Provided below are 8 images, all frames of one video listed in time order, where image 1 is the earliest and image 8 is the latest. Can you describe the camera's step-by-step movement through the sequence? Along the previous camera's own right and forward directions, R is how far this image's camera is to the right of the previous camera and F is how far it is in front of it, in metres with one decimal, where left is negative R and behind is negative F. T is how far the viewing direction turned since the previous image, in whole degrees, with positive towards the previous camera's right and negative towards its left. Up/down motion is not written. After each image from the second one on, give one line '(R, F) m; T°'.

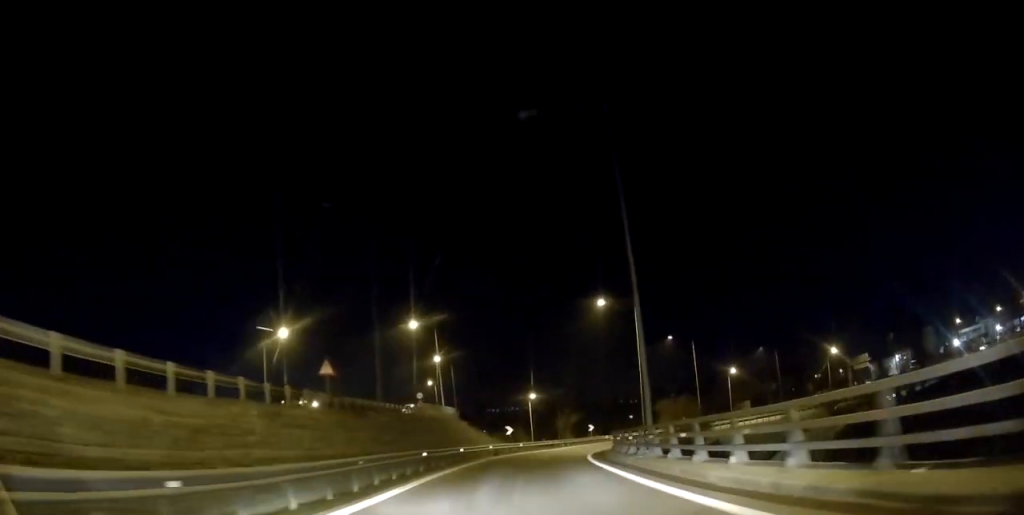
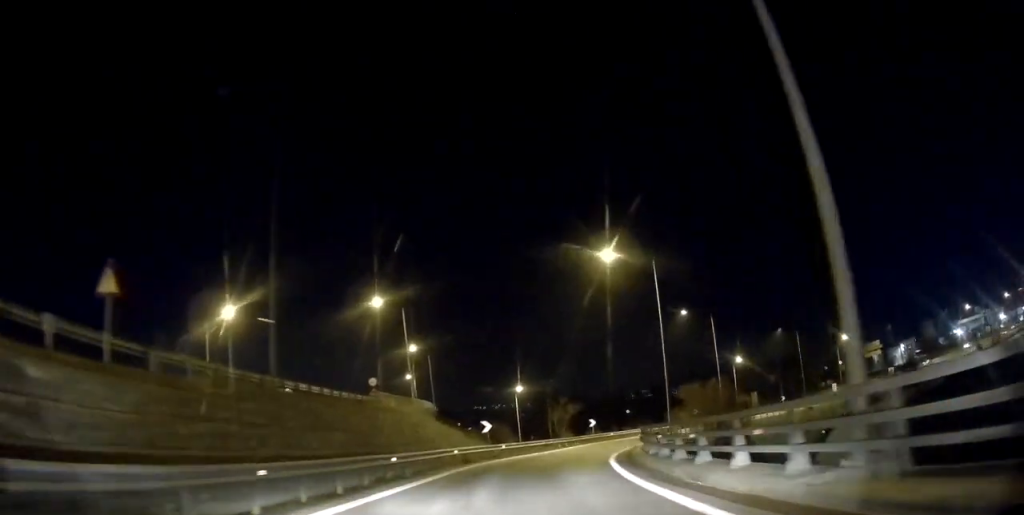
(0.0, +13.2) m; +2°
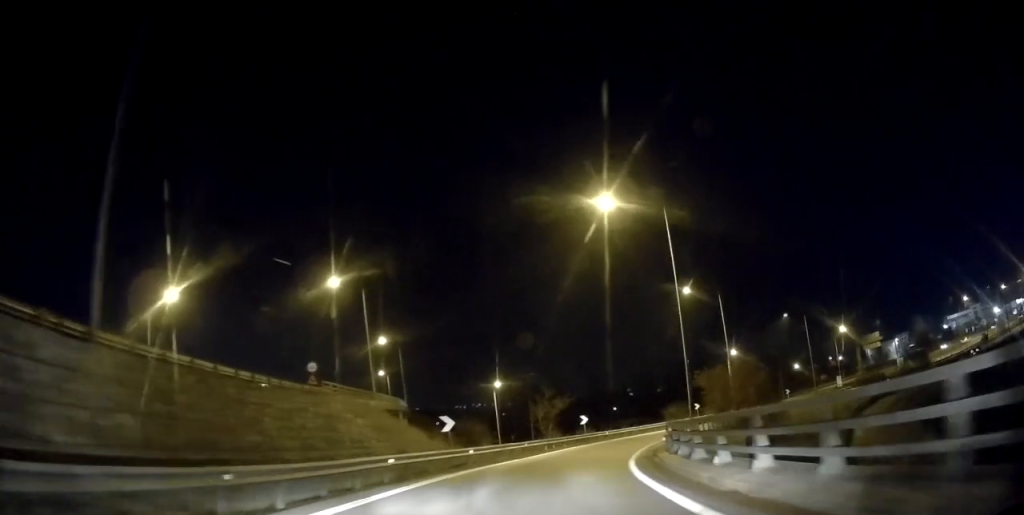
(+0.2, +8.9) m; +3°
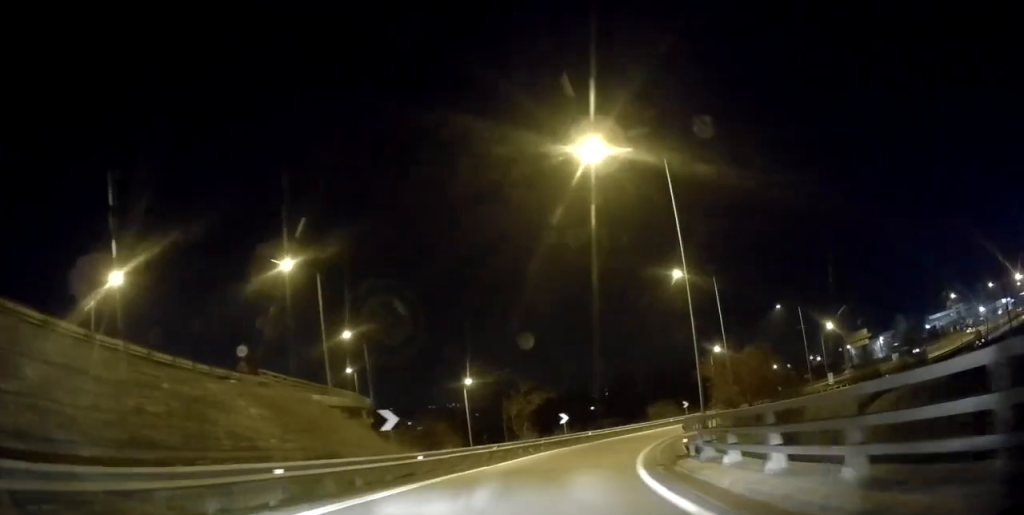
(-0.1, +5.8) m; +3°
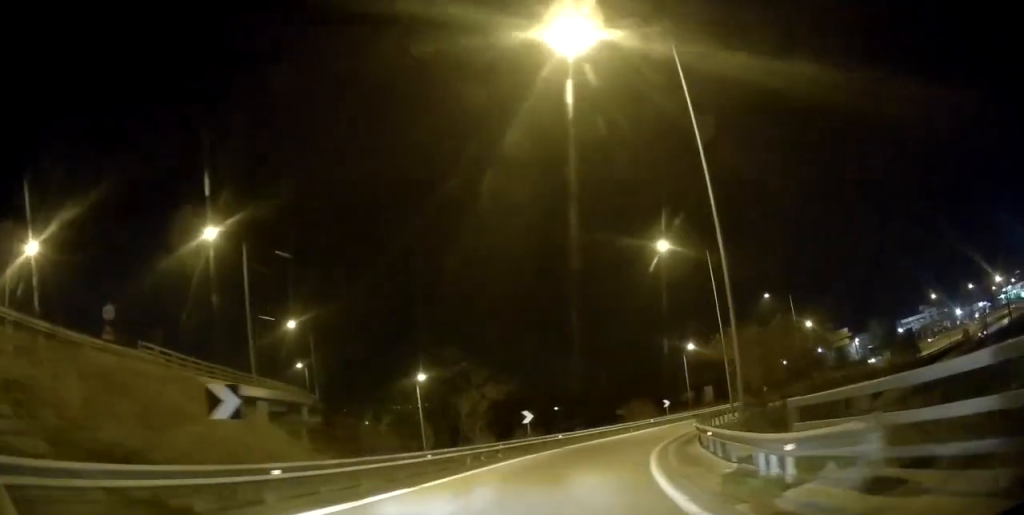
(+0.4, +7.8) m; +4°
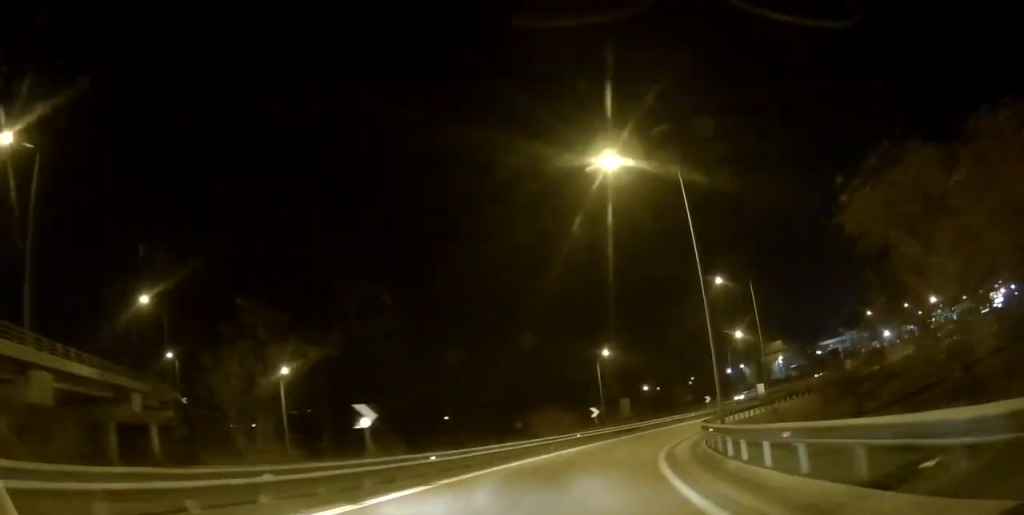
(+1.0, +15.0) m; +7°
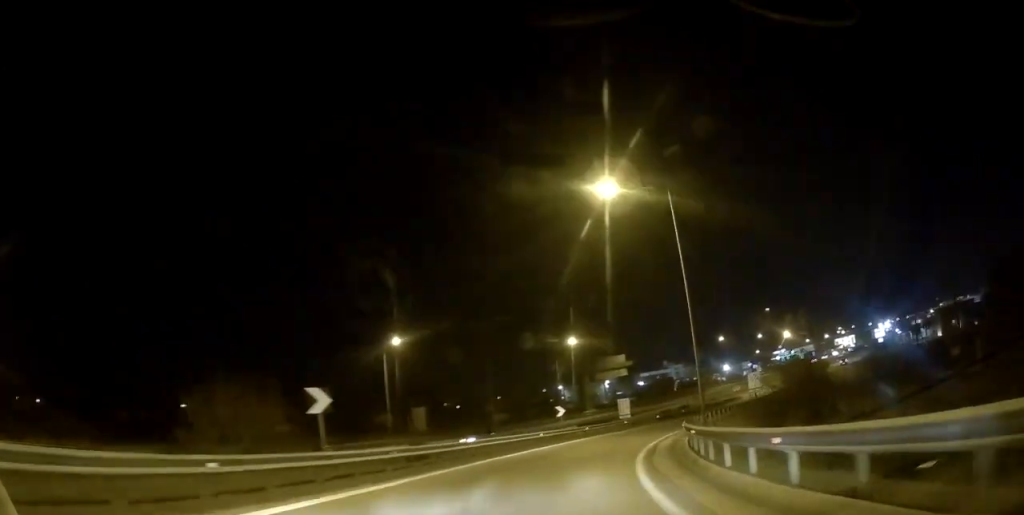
(+2.6, +25.1) m; +15°
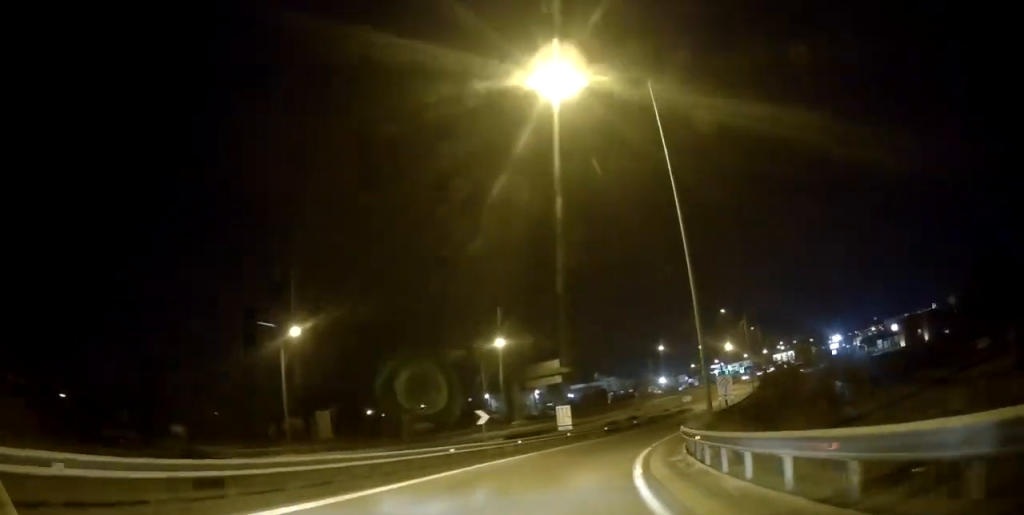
(+0.5, +10.2) m; +8°
